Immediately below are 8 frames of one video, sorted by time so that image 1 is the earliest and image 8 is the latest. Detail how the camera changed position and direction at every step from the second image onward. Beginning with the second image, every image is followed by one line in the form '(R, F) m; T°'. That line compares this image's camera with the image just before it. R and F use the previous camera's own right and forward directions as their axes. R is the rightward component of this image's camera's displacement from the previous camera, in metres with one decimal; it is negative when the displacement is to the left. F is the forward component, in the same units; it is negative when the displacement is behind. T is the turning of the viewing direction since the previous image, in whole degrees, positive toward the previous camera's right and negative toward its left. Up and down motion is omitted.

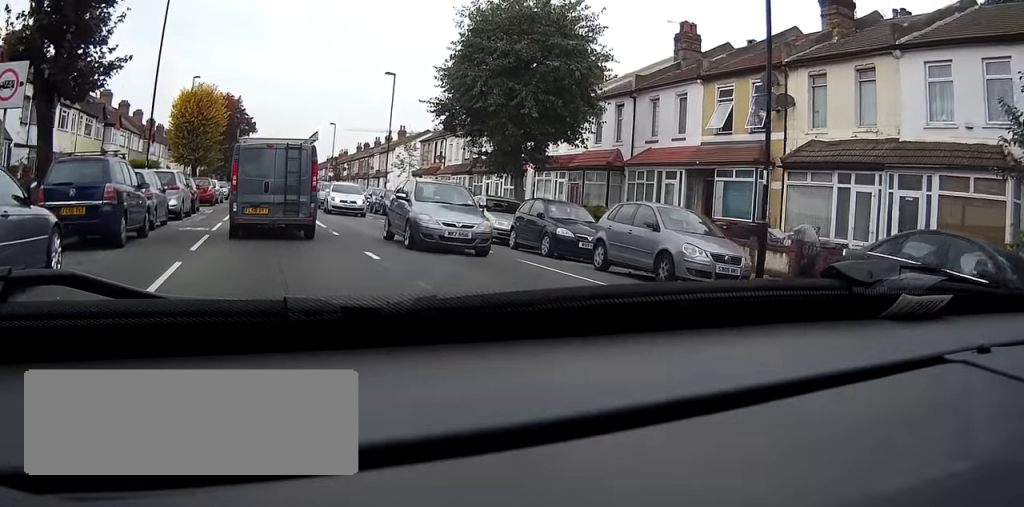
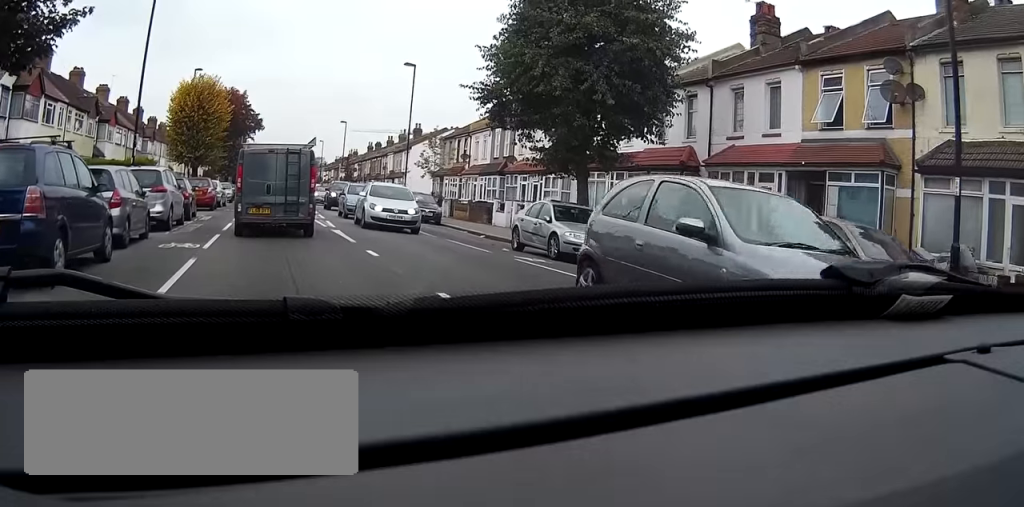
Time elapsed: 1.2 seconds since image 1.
(-0.1, +4.6) m; -1°
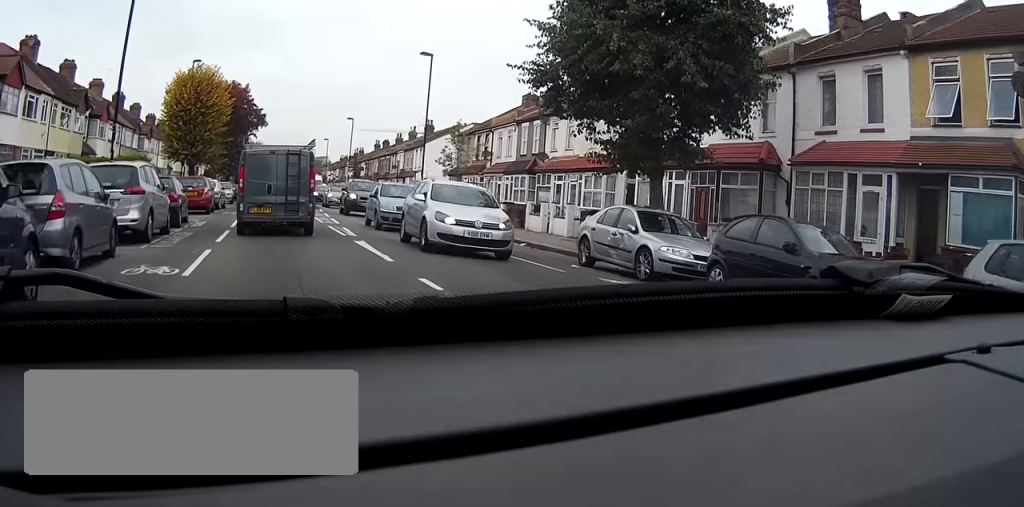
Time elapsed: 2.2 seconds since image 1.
(0.0, +3.8) m; -1°
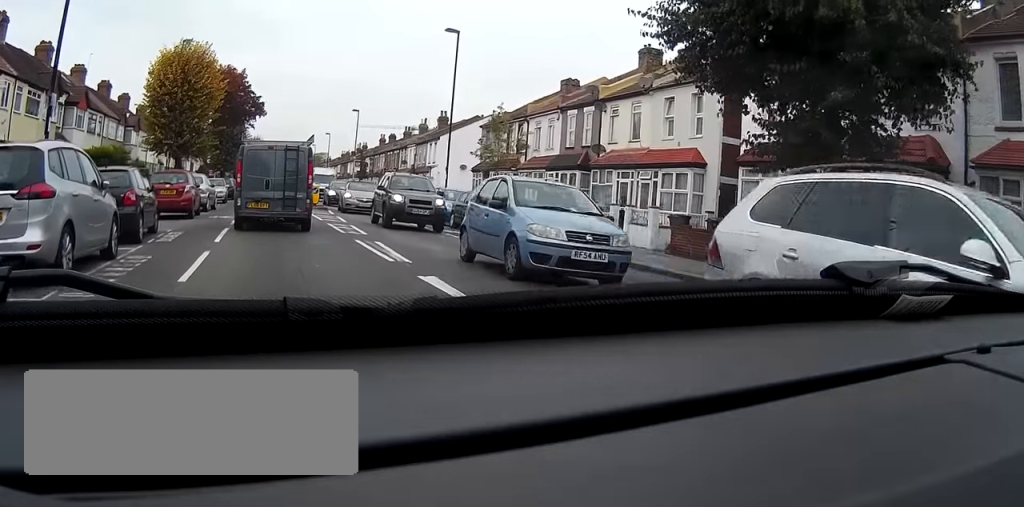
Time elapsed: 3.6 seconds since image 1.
(-0.2, +6.3) m; -1°
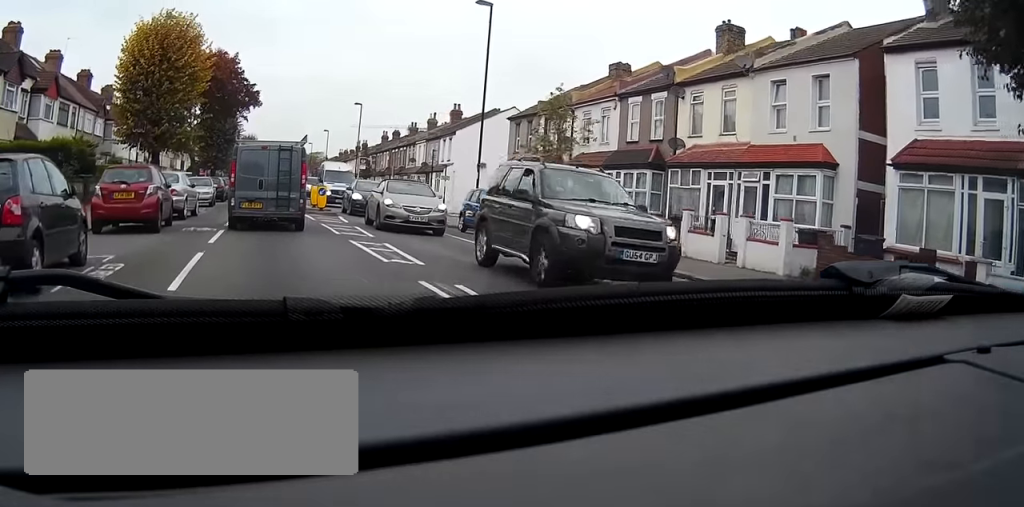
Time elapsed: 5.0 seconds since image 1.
(+0.1, +6.8) m; 0°
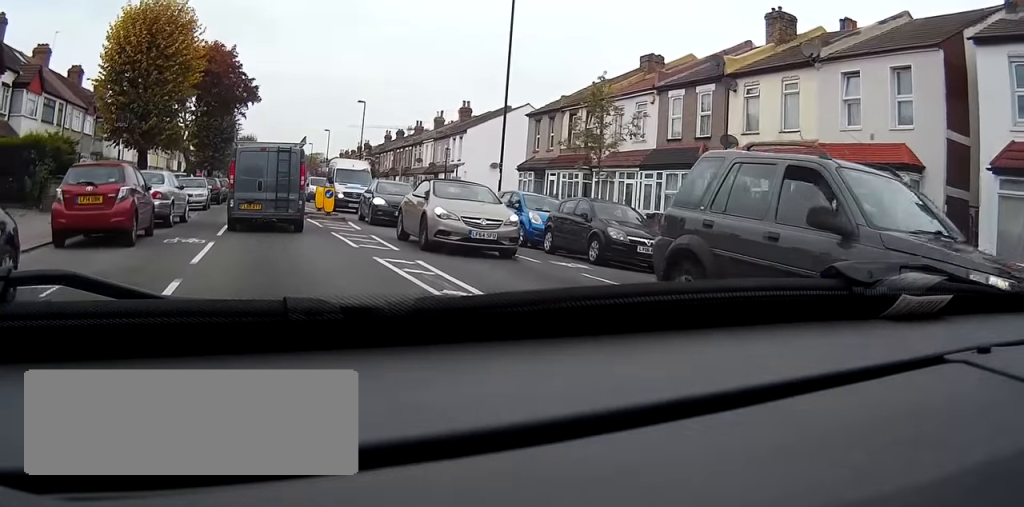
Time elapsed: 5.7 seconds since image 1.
(-0.1, +3.2) m; -1°
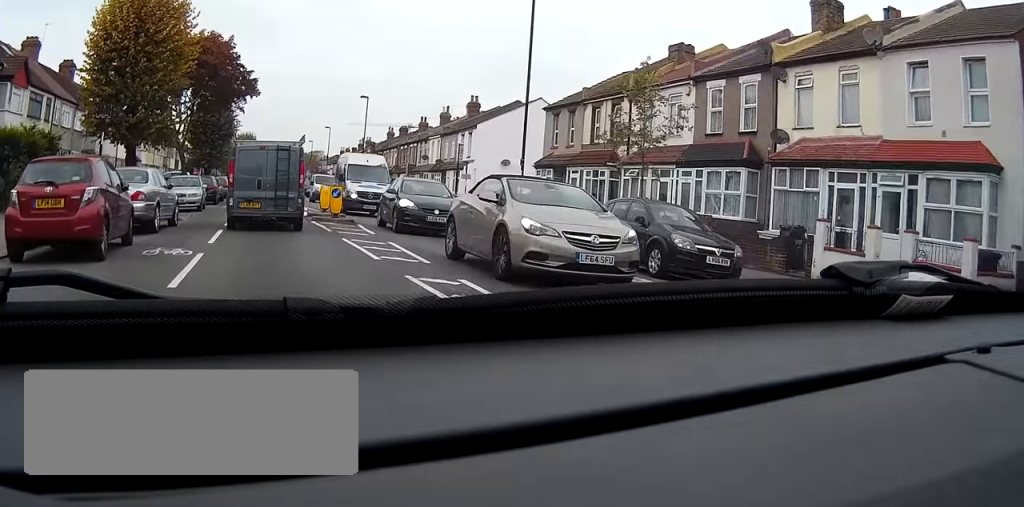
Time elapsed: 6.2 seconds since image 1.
(0.0, +2.6) m; +1°
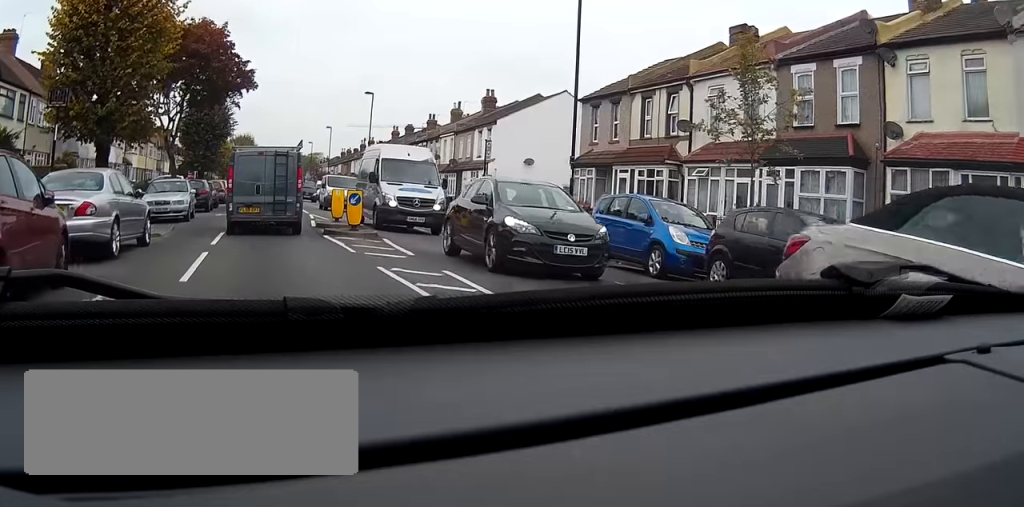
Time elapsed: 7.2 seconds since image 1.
(+0.1, +4.6) m; +2°
